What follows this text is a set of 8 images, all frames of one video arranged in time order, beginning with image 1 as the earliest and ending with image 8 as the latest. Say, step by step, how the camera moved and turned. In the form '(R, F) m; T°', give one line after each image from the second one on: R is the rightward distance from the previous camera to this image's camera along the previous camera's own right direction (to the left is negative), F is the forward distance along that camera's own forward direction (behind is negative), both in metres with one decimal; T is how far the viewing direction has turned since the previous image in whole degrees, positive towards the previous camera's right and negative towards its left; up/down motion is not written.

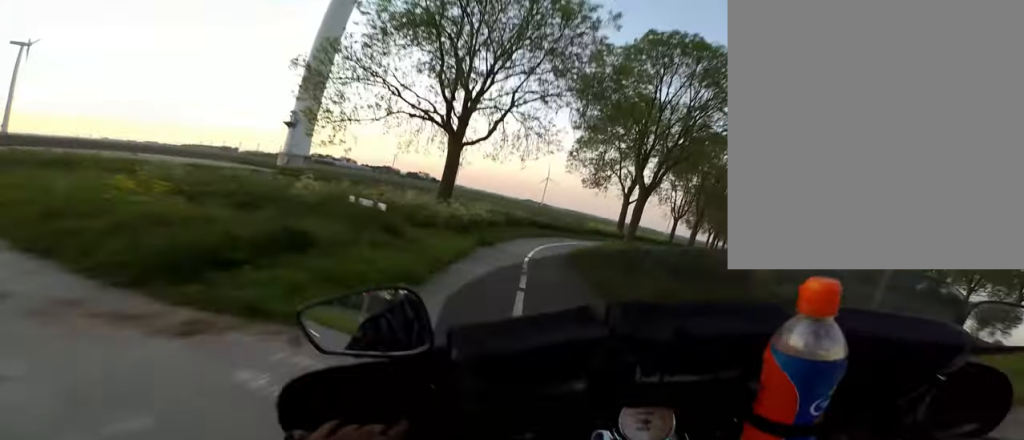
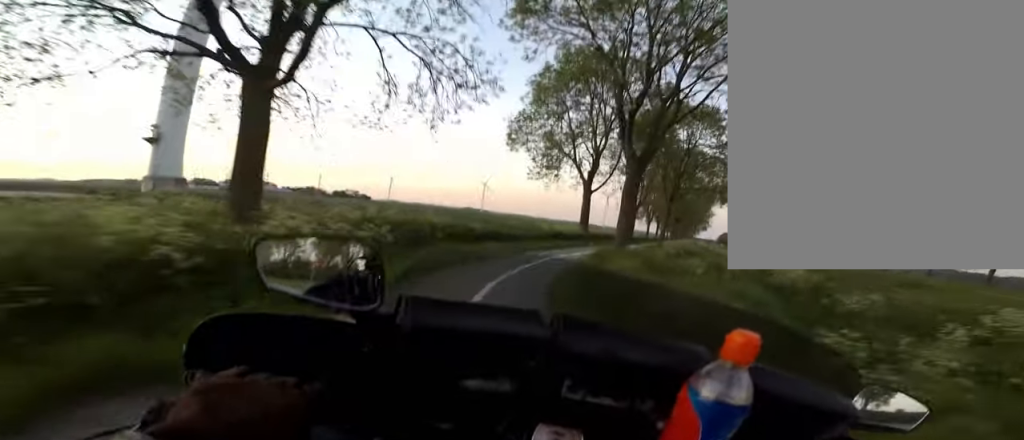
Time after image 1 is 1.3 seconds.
(-0.6, +10.8) m; +1°
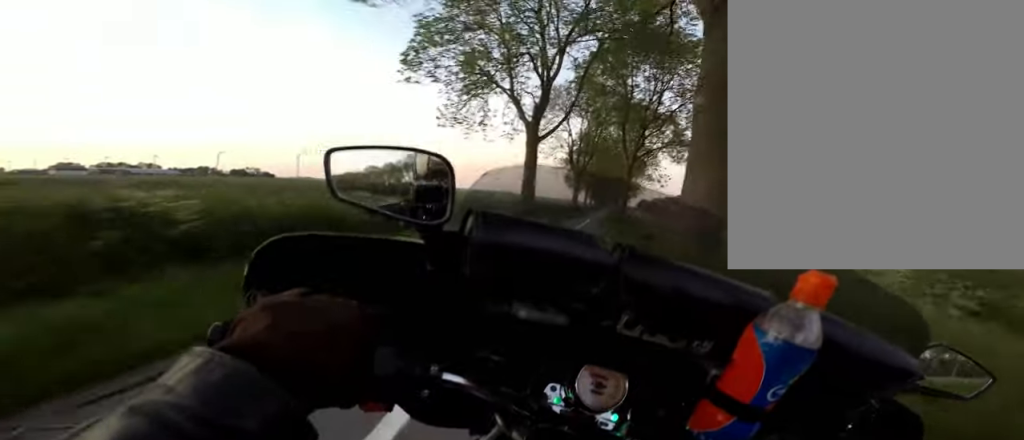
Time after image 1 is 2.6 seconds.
(+1.6, +11.2) m; +22°
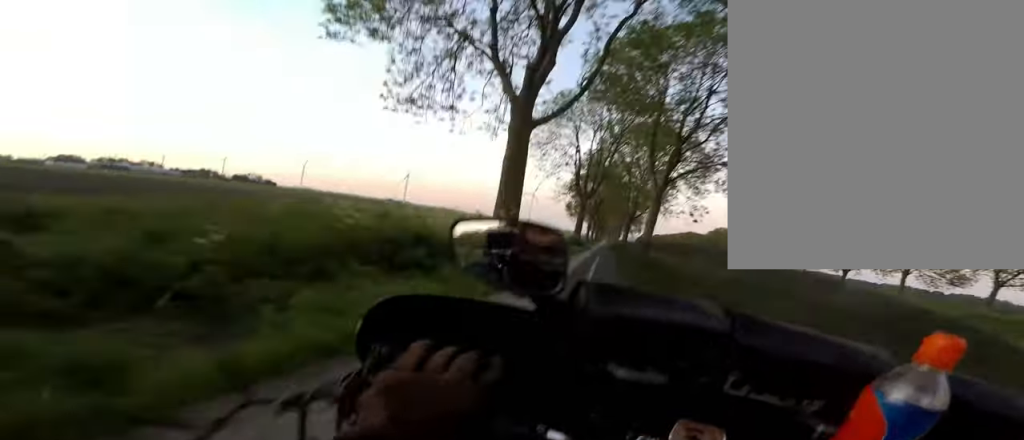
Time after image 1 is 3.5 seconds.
(+1.2, +7.9) m; +5°
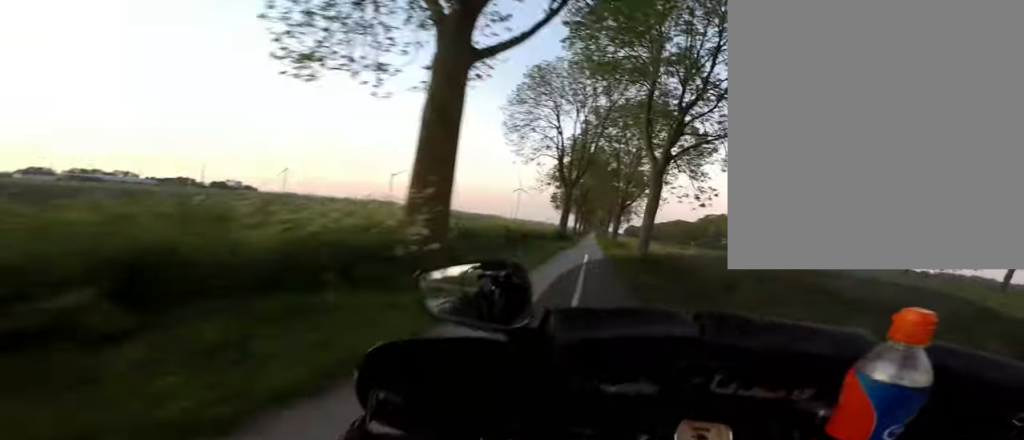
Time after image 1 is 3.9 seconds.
(+0.3, +4.3) m; 0°
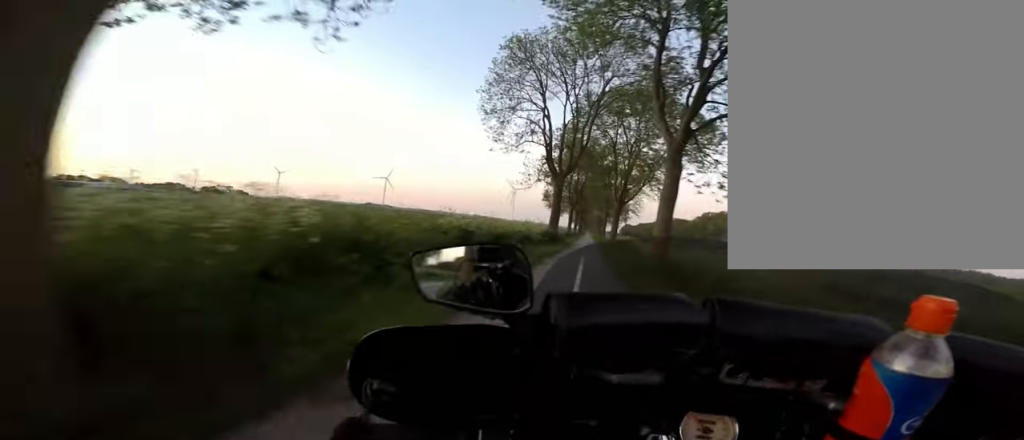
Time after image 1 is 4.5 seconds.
(-0.6, +5.2) m; -2°
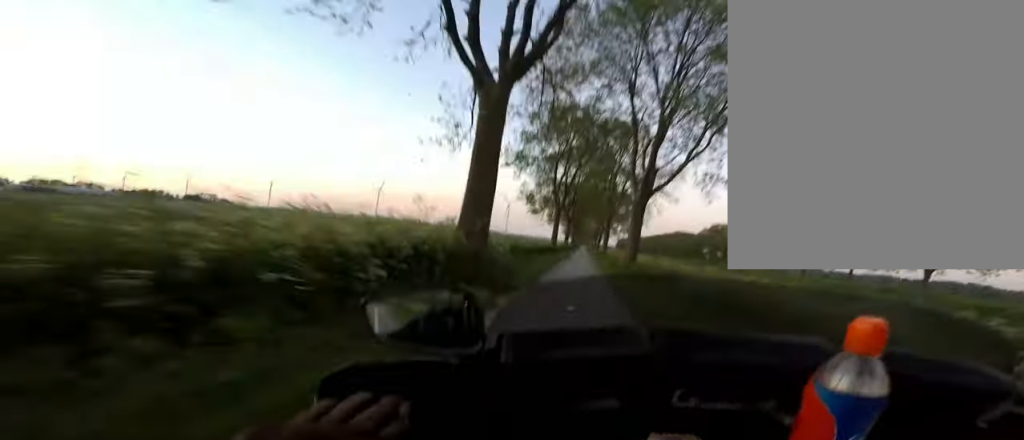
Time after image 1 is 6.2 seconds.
(+0.8, +17.9) m; +6°
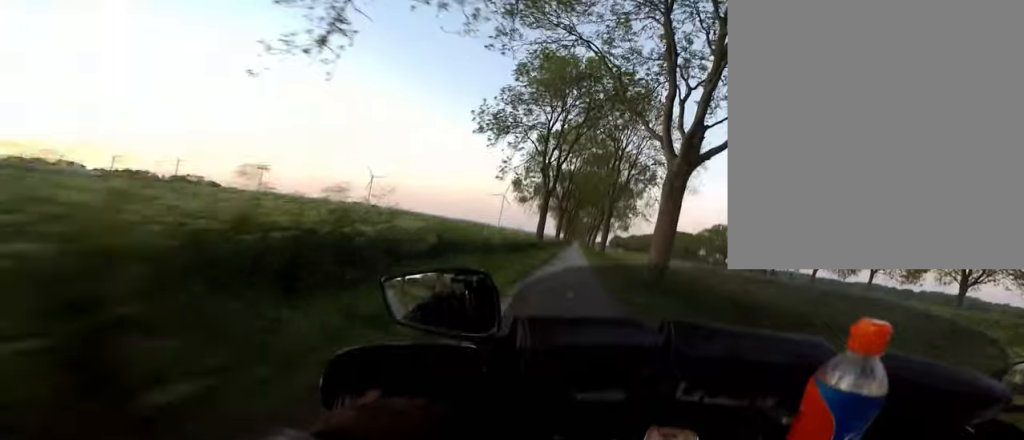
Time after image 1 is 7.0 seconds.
(+0.3, +7.7) m; -2°
